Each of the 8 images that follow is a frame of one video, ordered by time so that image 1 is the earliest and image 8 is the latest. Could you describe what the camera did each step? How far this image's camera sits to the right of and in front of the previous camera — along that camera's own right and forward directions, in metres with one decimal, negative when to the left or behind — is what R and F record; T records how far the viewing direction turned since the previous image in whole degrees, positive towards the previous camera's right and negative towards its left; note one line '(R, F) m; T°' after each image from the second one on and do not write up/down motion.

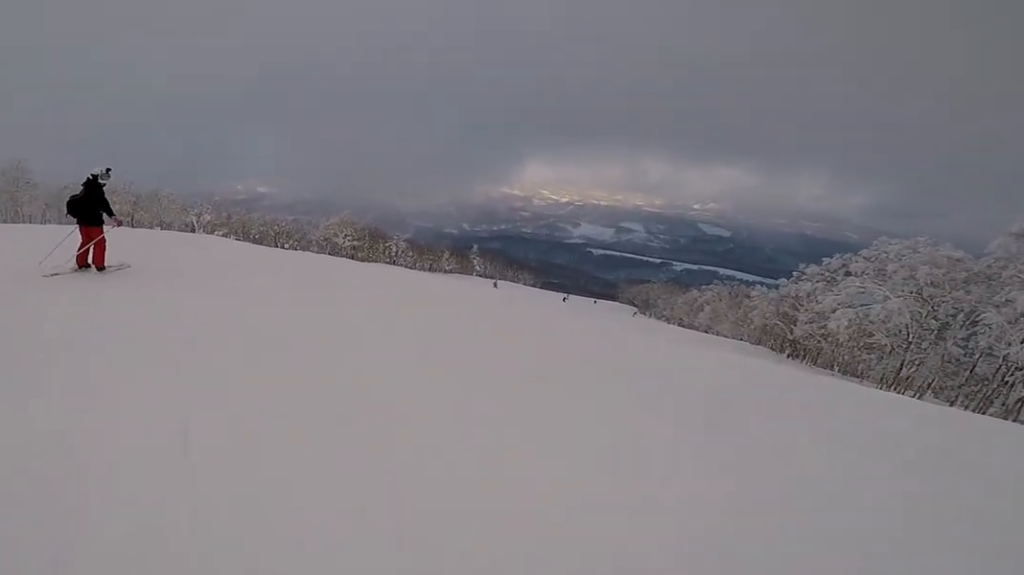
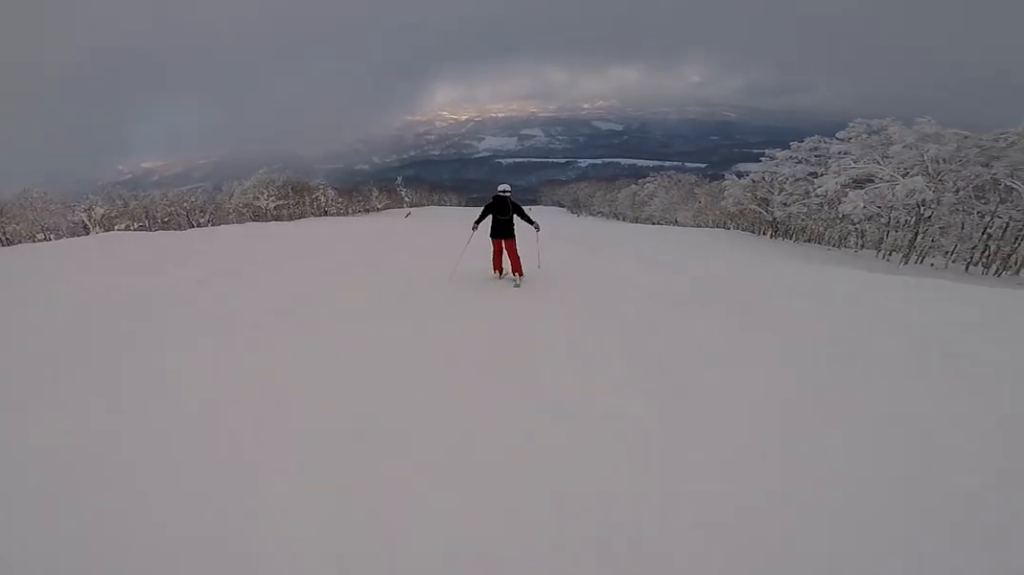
(-0.7, +6.7) m; +27°
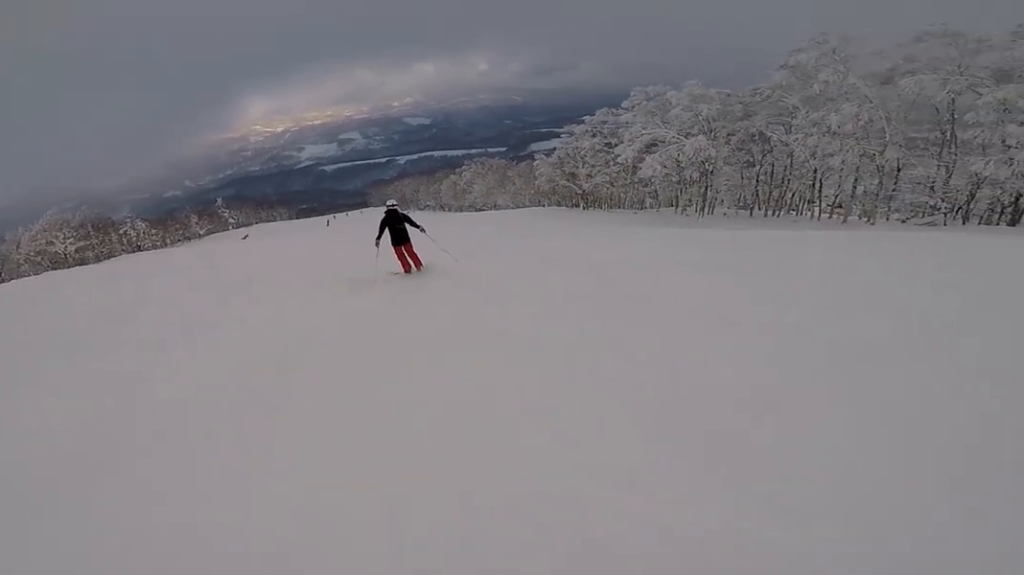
(+1.2, +2.2) m; +21°
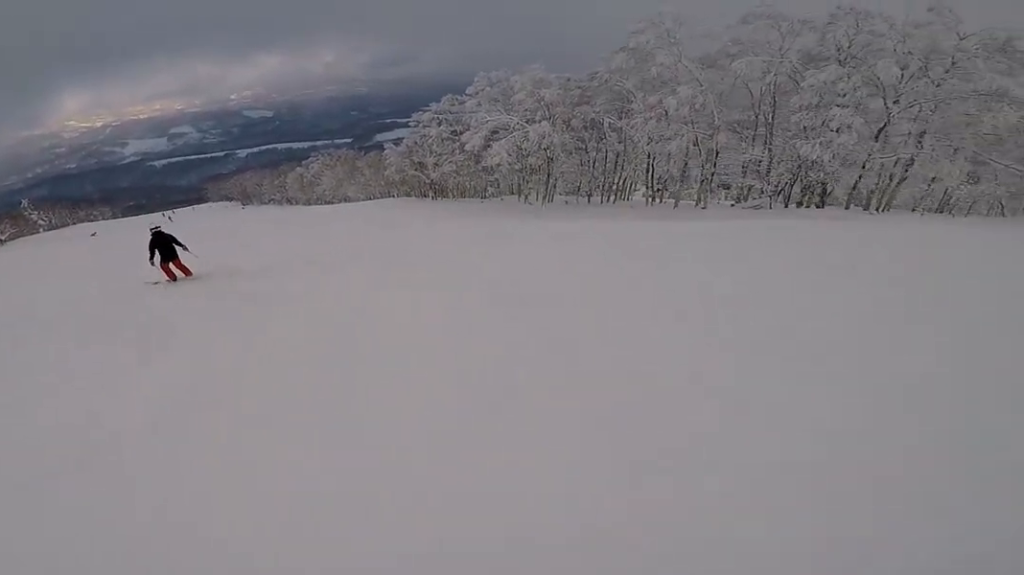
(+0.4, +3.5) m; -3°
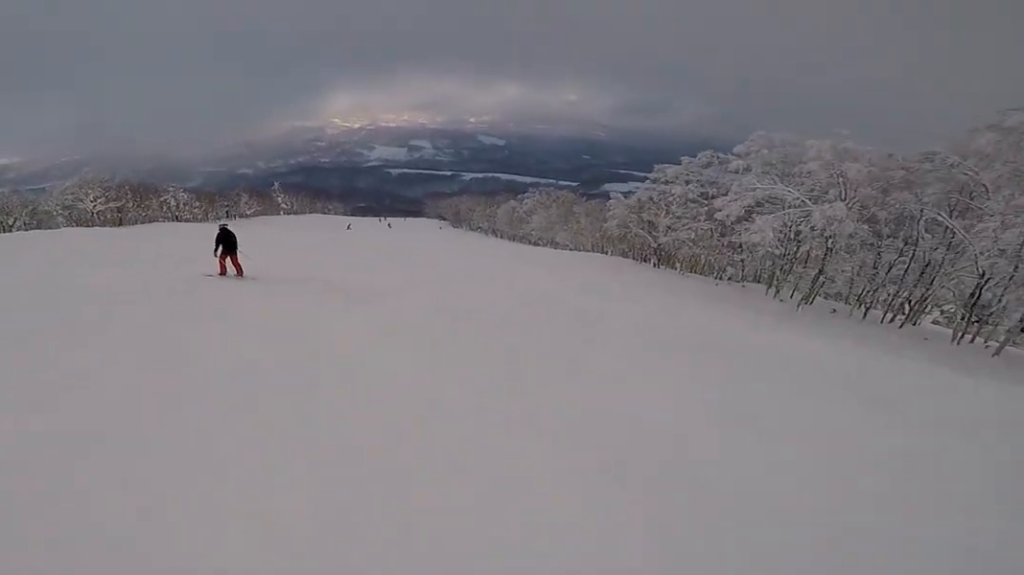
(-0.4, +3.5) m; -19°
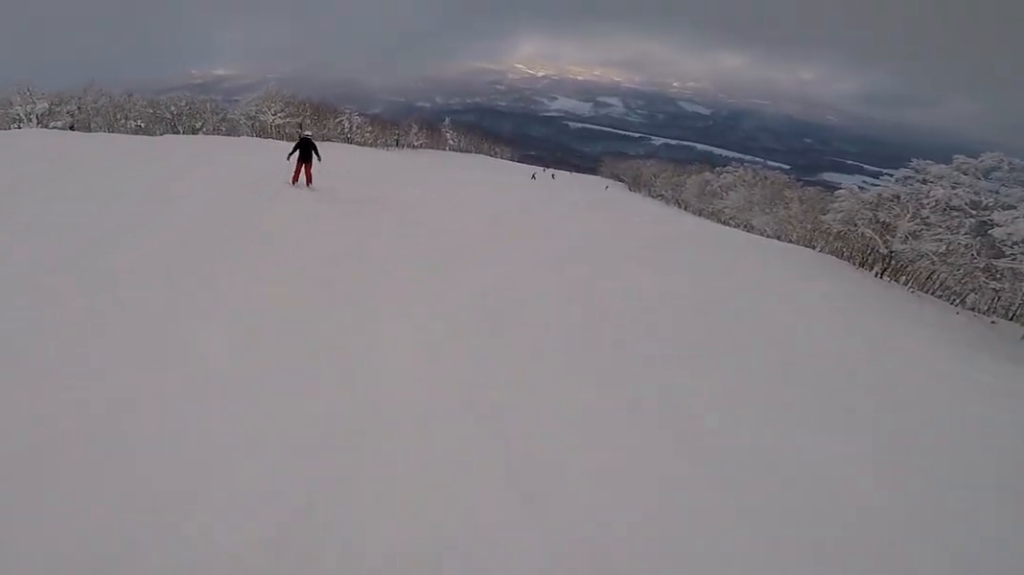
(-0.2, +2.9) m; -19°
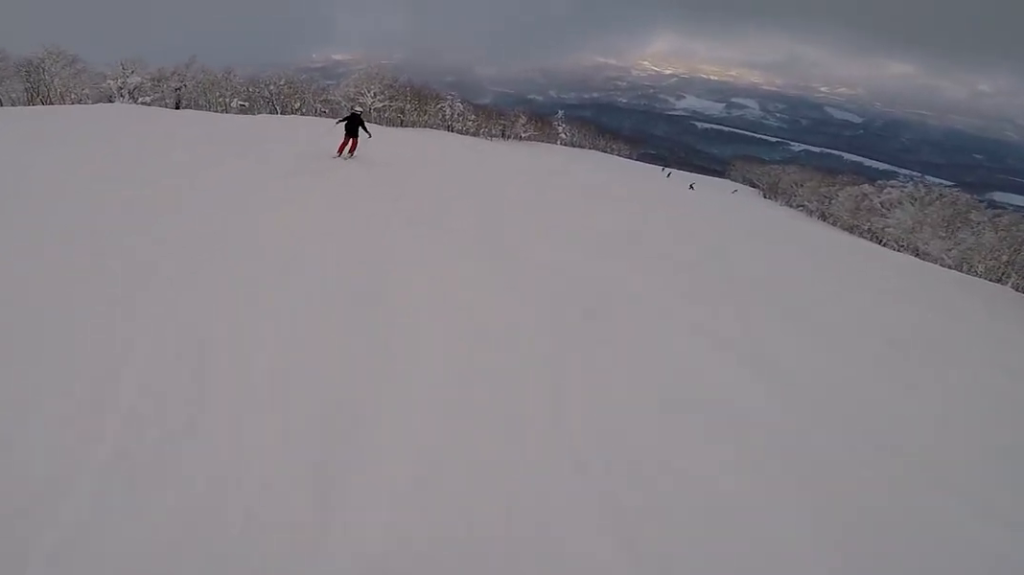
(-1.1, +4.0) m; -9°
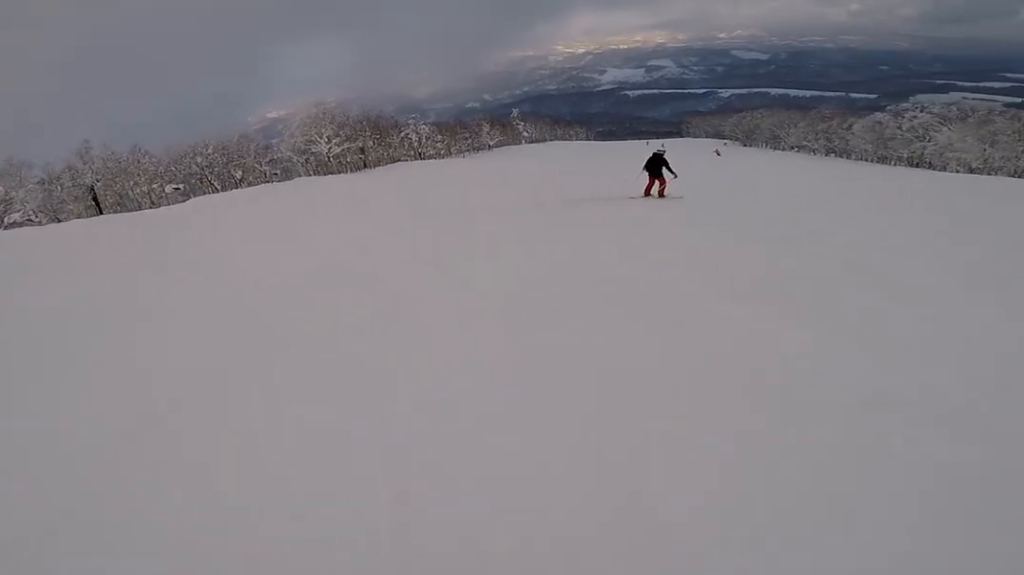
(+0.6, +11.7) m; +23°
